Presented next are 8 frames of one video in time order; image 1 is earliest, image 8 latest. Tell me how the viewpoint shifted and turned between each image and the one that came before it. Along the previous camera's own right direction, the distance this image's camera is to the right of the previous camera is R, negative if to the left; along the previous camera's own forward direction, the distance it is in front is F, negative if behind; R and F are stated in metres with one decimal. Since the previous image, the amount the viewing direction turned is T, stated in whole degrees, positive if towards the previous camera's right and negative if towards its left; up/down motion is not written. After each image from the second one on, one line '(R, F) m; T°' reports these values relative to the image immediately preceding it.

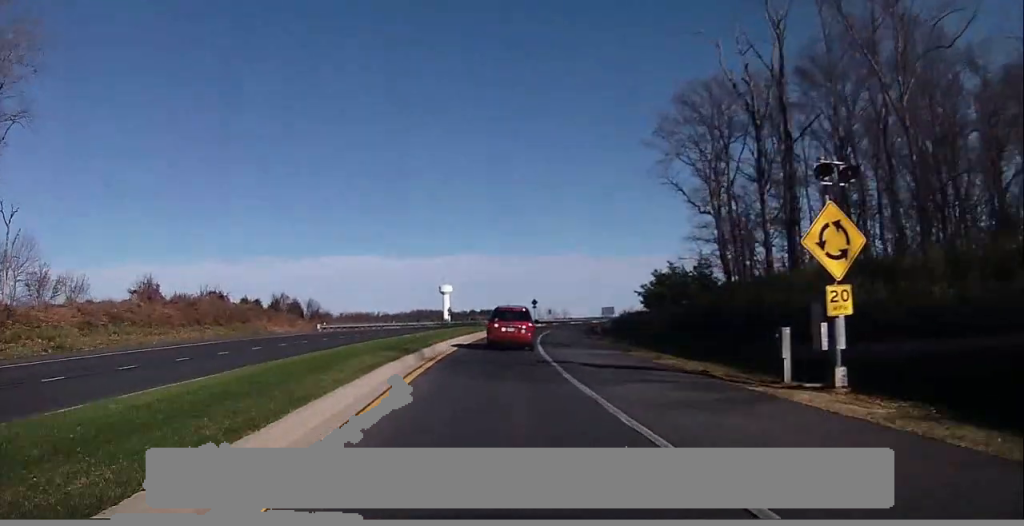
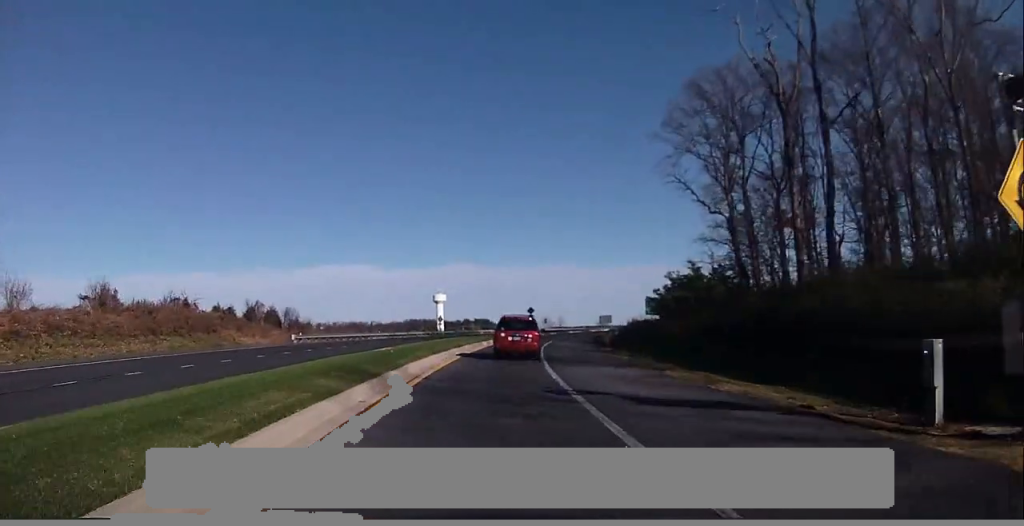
(+0.1, +7.8) m; 0°
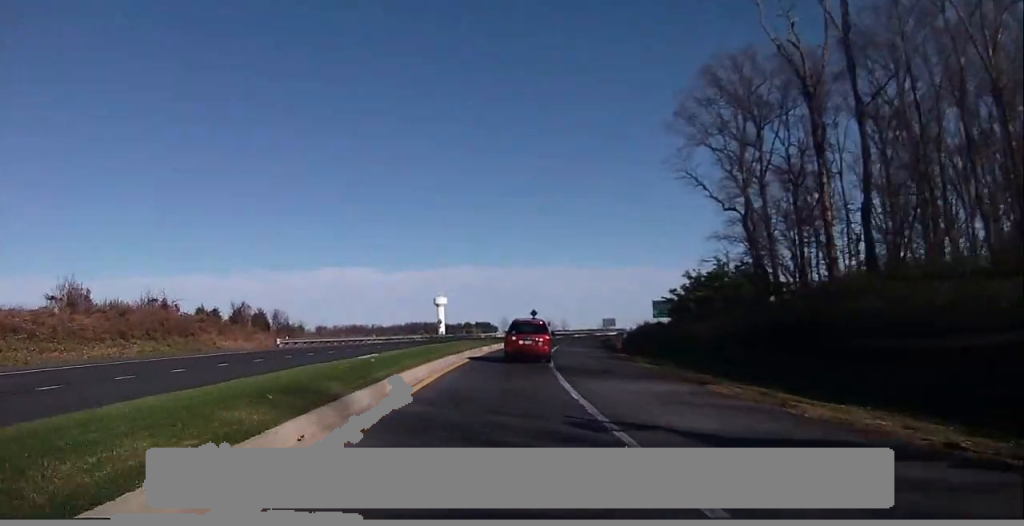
(0.0, +4.7) m; +1°
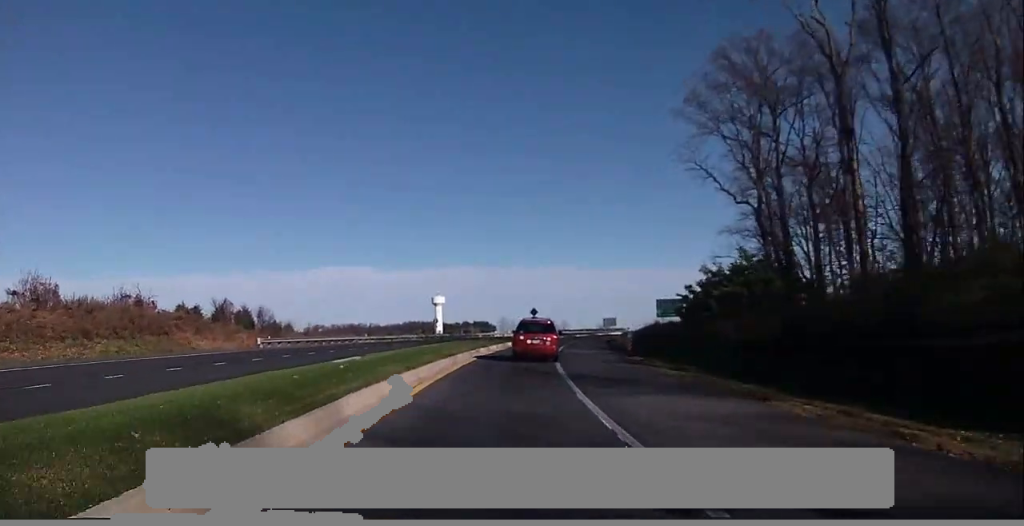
(-0.1, +3.8) m; +1°
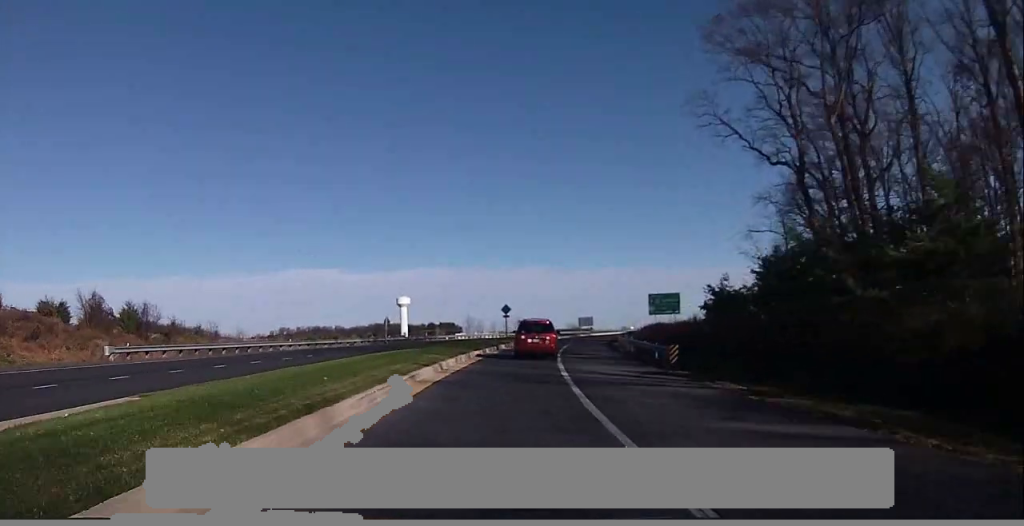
(+0.6, +15.0) m; +4°
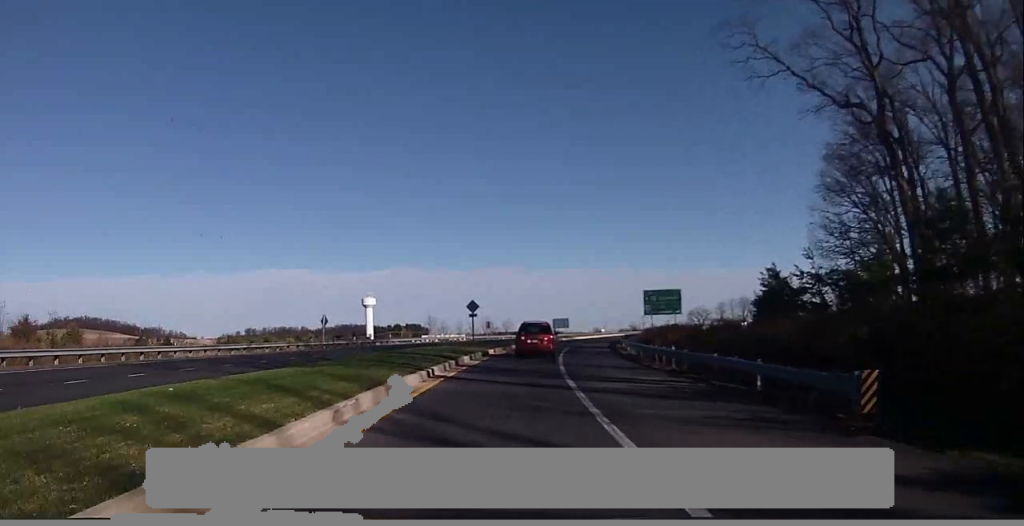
(+0.4, +14.4) m; +6°
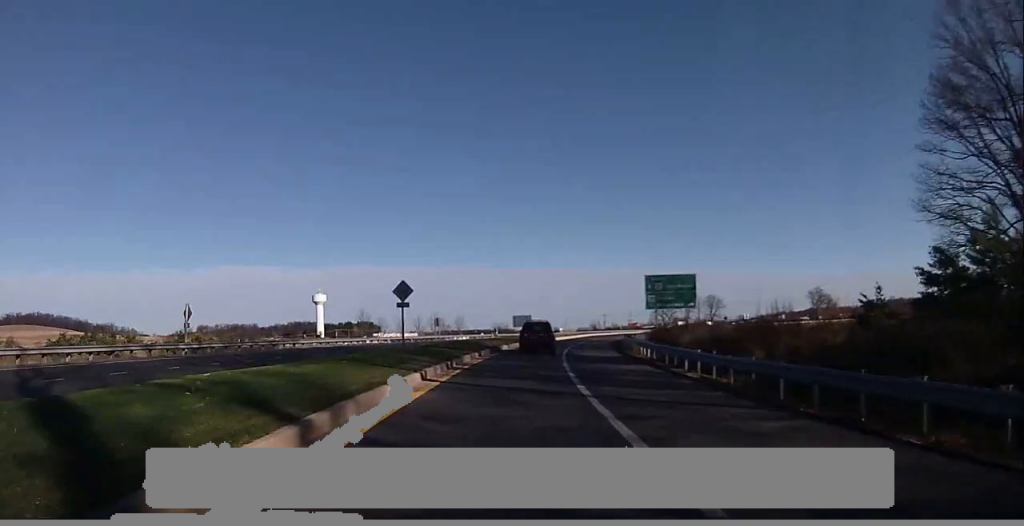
(+1.1, +21.3) m; +4°
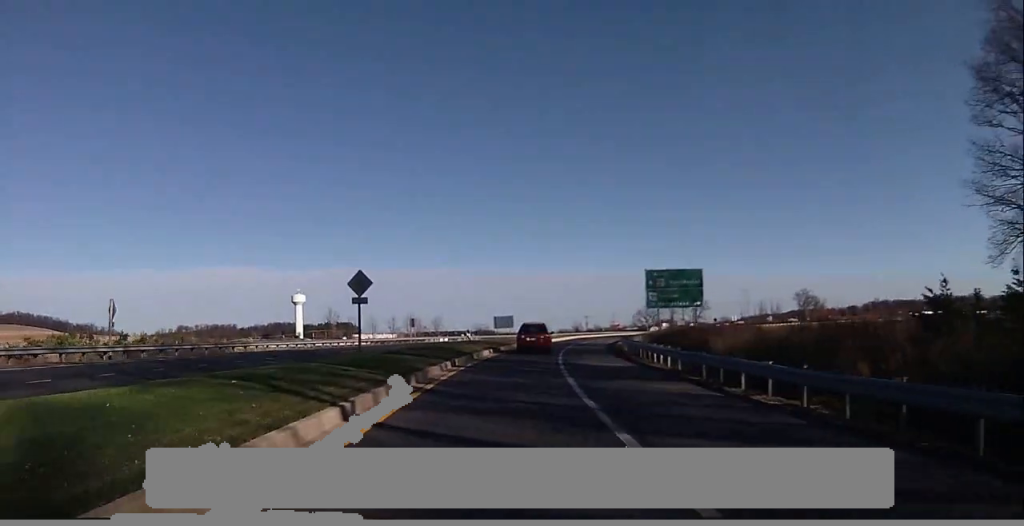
(-0.3, +6.6) m; +1°
